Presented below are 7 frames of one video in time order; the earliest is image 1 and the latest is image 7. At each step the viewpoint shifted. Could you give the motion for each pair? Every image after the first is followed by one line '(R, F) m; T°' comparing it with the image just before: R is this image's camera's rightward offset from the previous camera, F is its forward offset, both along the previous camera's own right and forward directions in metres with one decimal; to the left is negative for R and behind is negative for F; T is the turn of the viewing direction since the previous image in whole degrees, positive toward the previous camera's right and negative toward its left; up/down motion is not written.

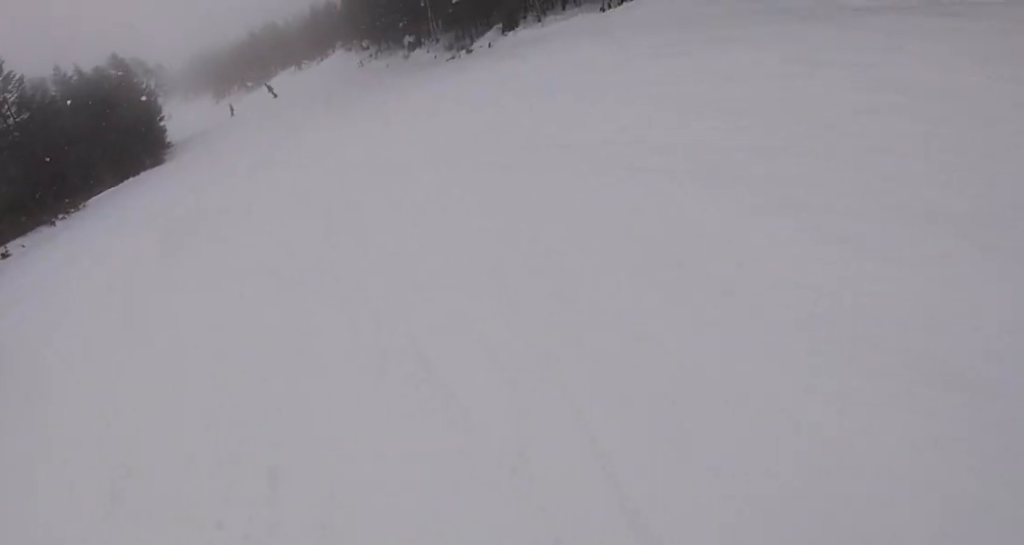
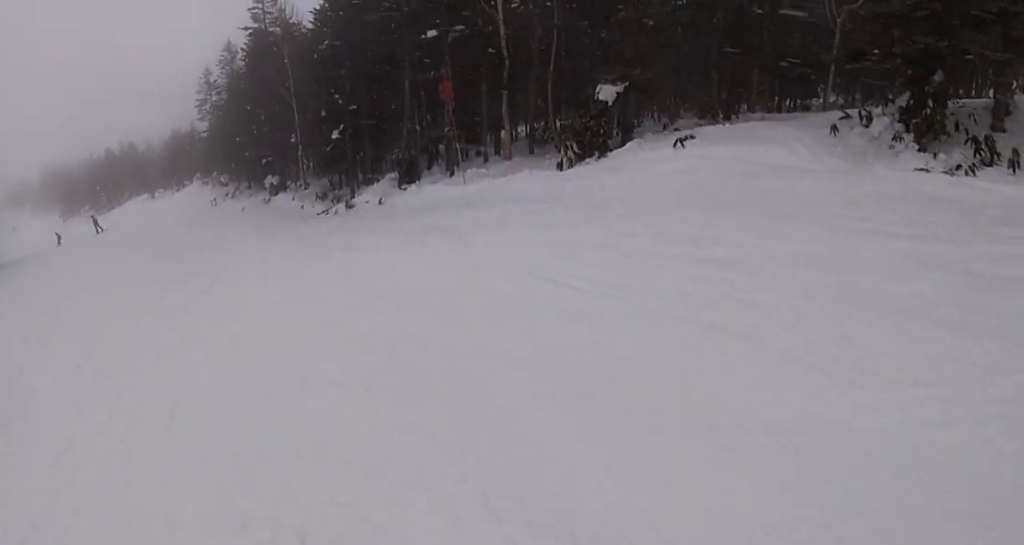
(+1.5, +8.0) m; +7°
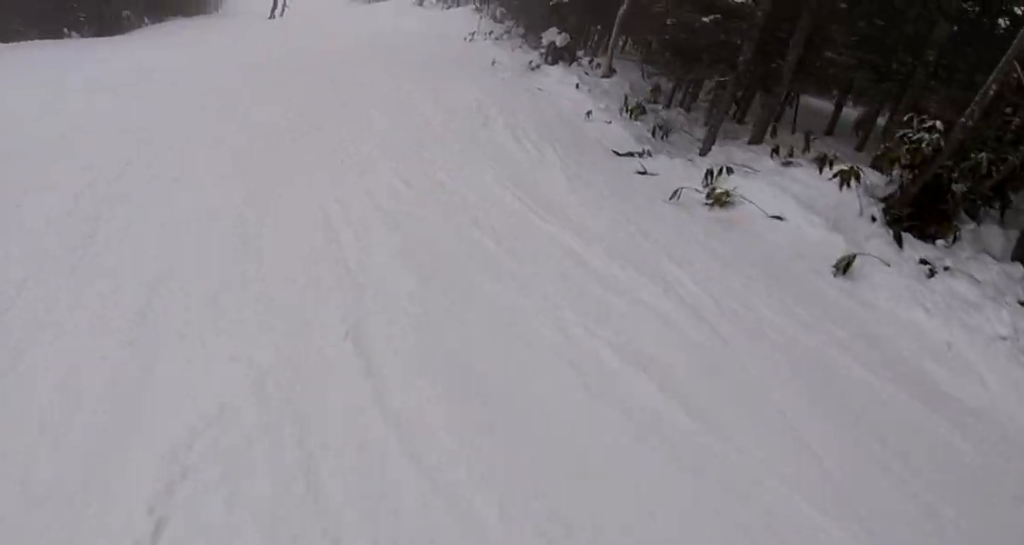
(-1.8, +12.3) m; -22°
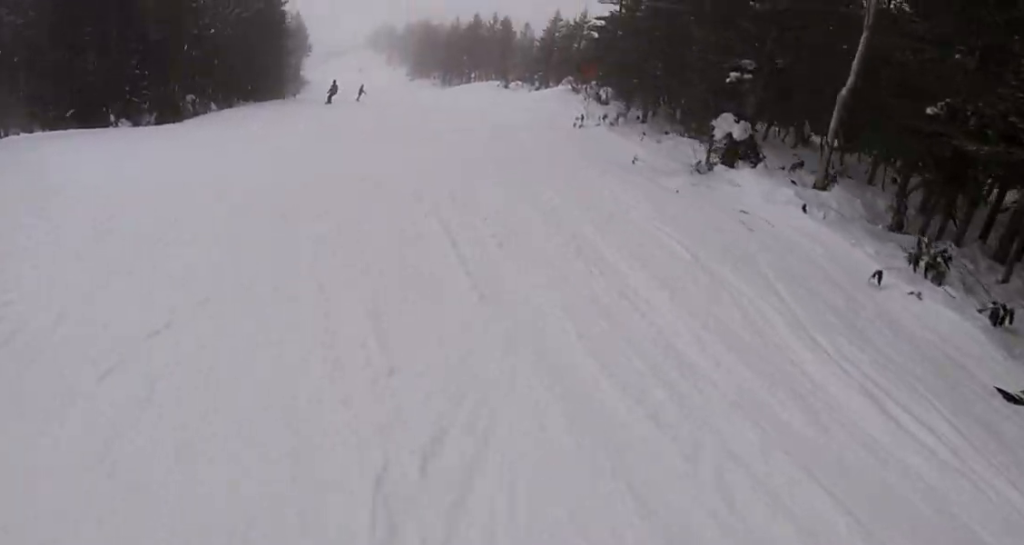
(-0.6, +5.5) m; -7°
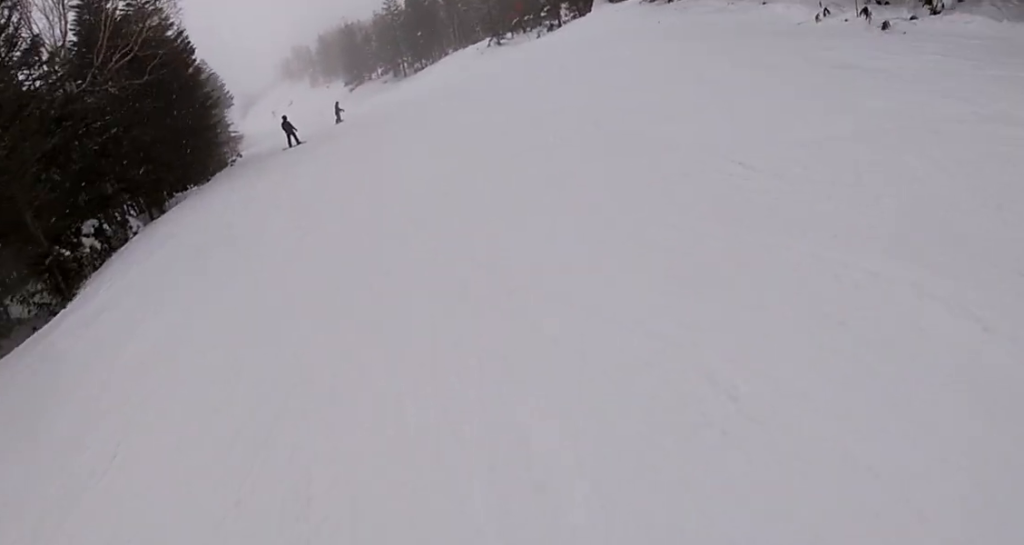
(-0.5, +15.1) m; +11°
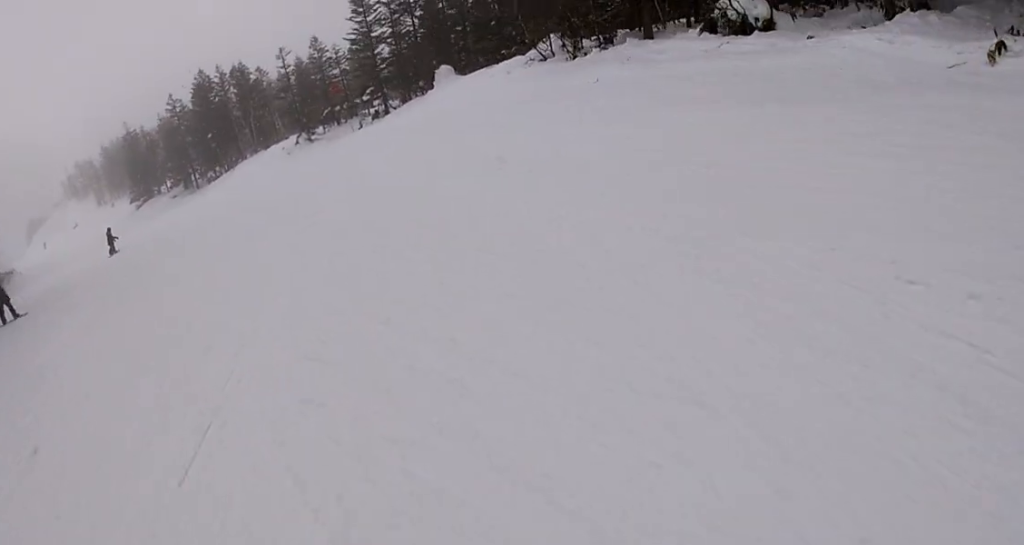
(+2.4, +8.8) m; +21°
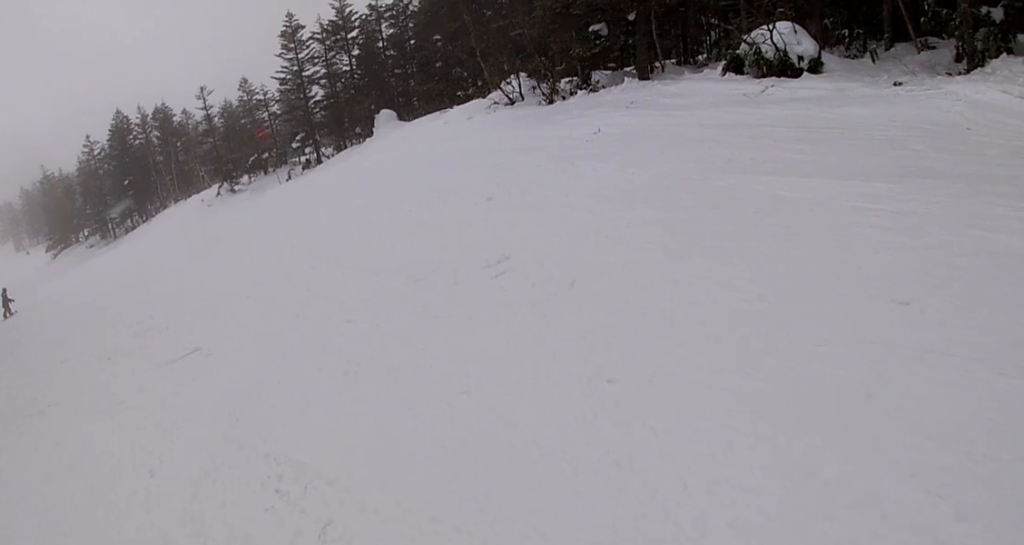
(+0.8, +3.4) m; 0°
